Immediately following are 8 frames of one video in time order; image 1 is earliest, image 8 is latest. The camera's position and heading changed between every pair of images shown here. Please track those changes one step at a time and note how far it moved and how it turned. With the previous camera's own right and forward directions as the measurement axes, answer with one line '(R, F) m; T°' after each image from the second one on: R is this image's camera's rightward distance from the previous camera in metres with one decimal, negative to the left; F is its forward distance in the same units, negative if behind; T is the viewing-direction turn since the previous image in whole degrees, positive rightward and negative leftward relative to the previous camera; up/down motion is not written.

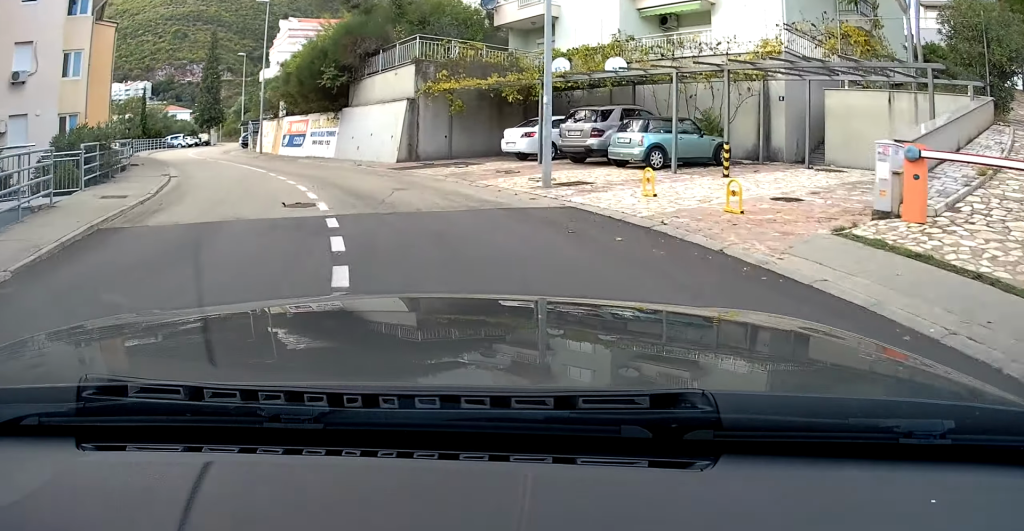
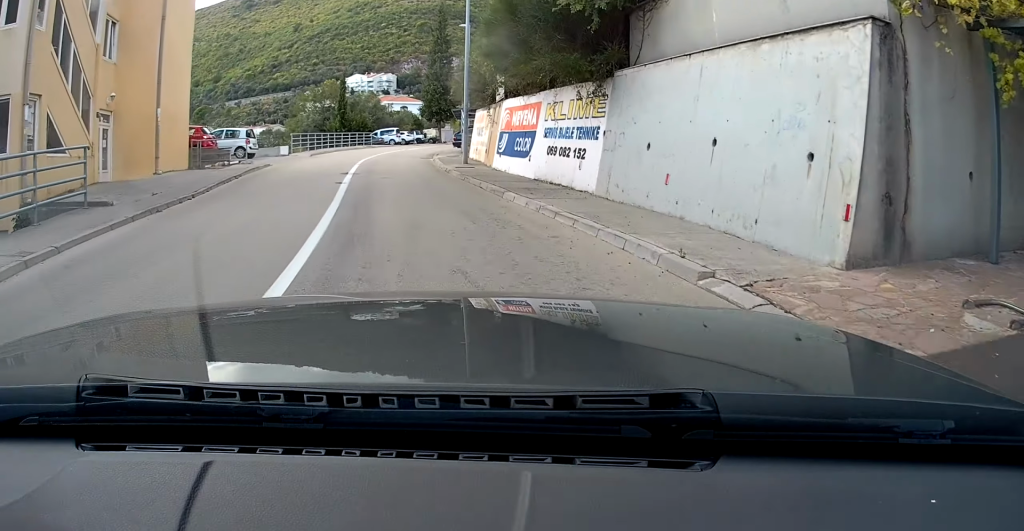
(-3.3, +19.3) m; -15°
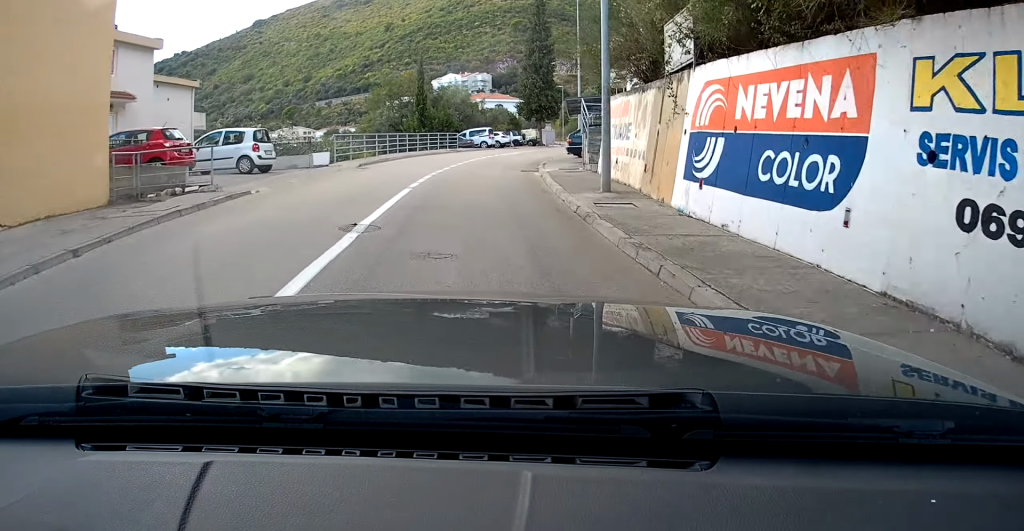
(-1.2, +11.9) m; -3°
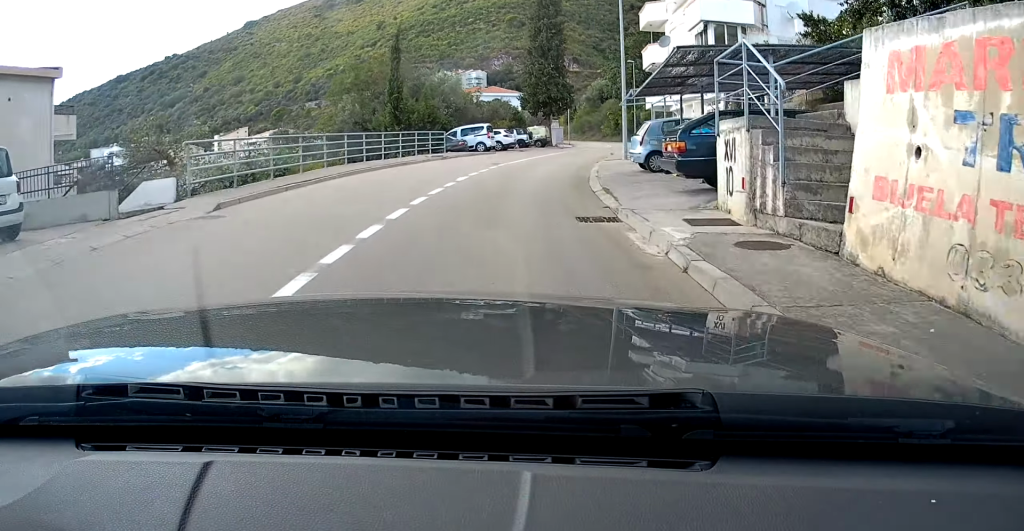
(-0.3, +14.2) m; +1°
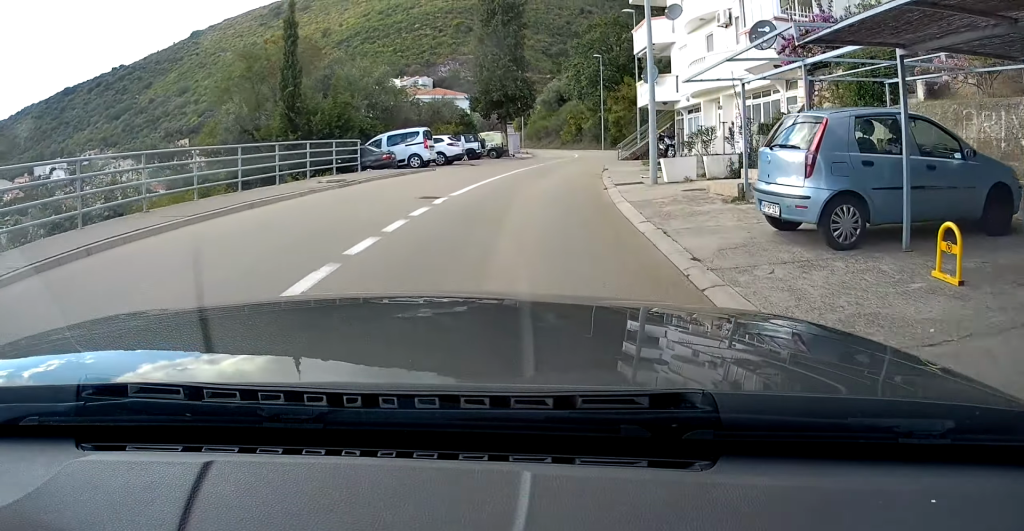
(-0.2, +11.6) m; +4°
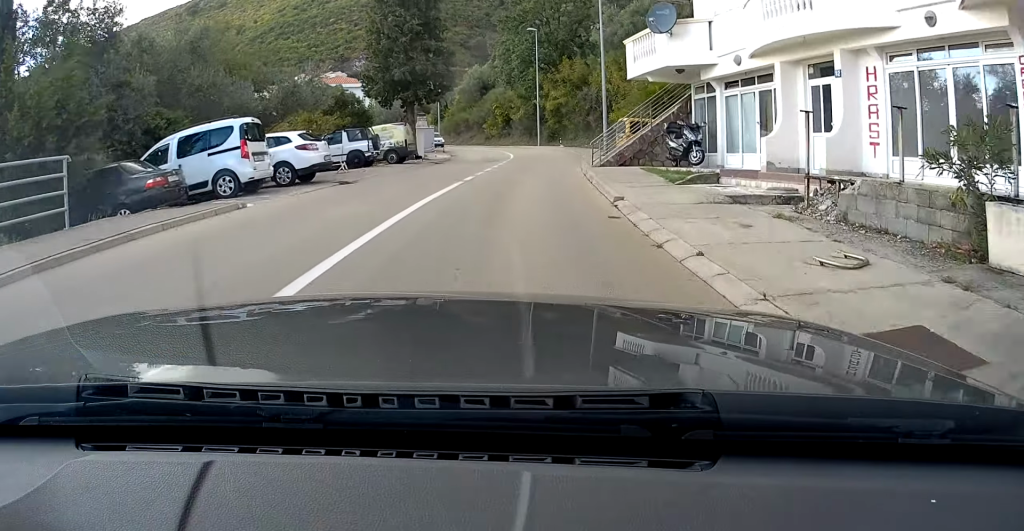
(+1.1, +13.5) m; +6°
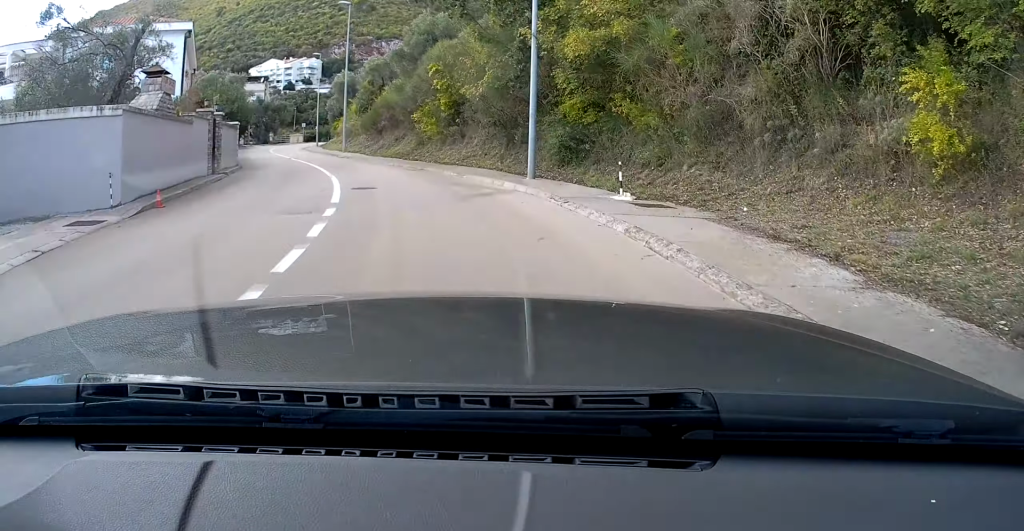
(+1.0, +39.2) m; -8°
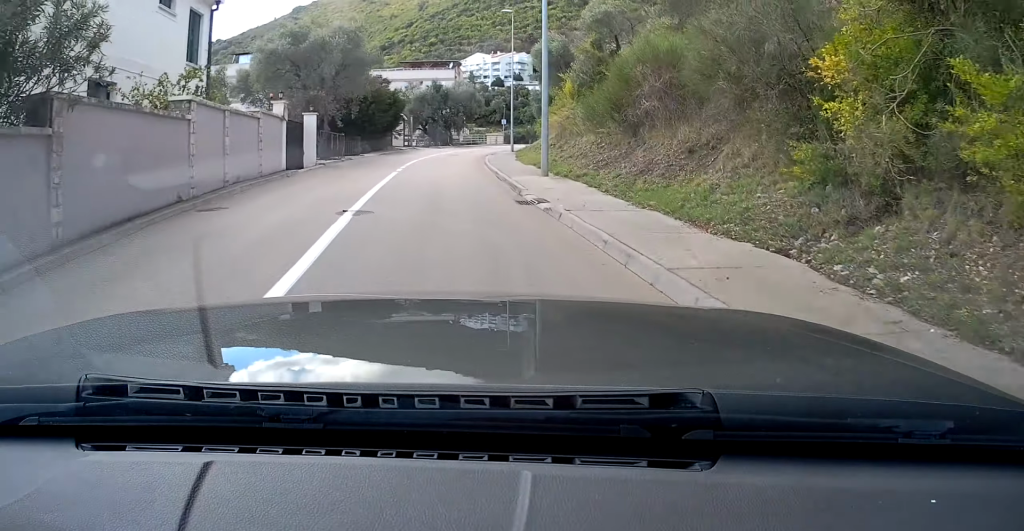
(-3.5, +25.7) m; -13°
